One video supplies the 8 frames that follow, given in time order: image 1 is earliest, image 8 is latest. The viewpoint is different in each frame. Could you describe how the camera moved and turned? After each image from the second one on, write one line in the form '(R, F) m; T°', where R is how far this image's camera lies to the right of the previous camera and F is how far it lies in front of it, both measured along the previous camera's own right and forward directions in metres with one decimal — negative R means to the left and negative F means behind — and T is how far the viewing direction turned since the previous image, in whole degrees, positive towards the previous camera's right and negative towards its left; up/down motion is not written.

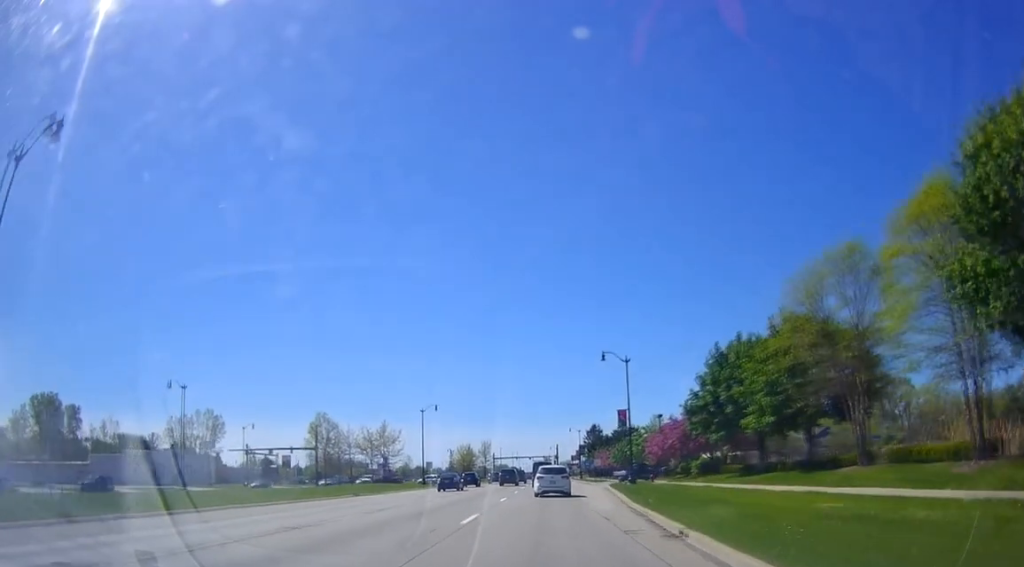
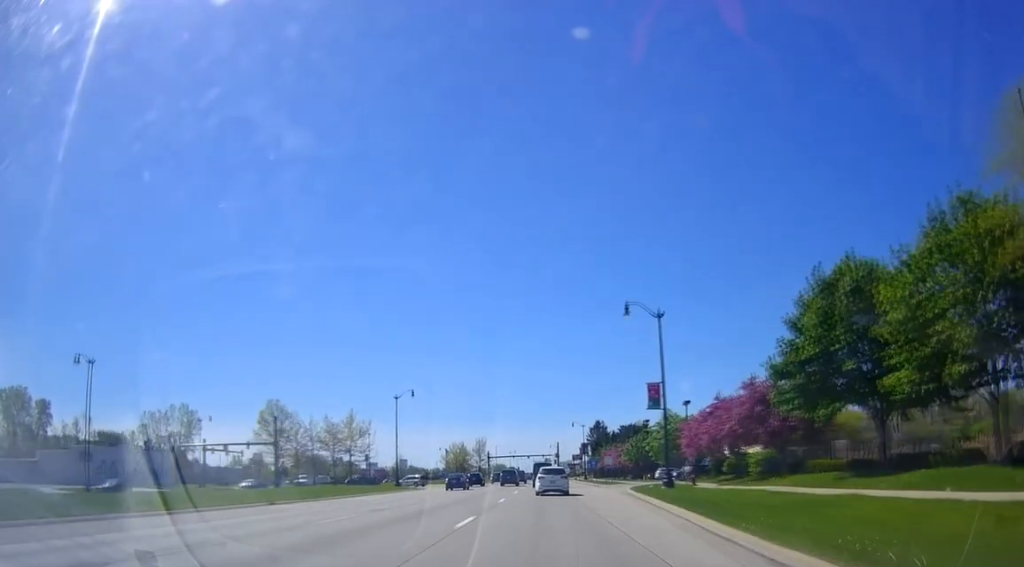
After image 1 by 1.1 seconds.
(+0.7, +15.9) m; +3°
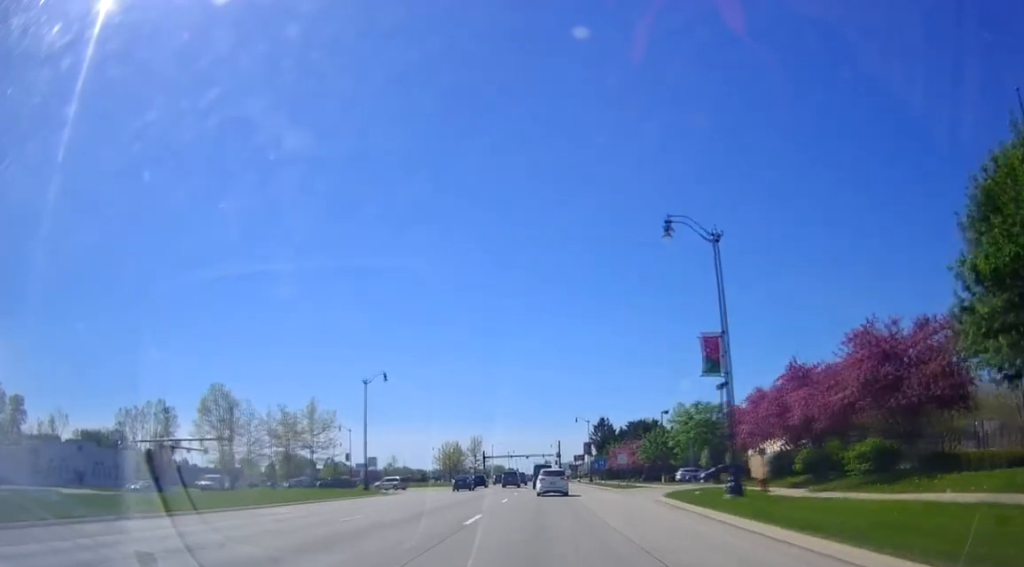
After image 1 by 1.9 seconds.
(0.0, +13.2) m; -2°
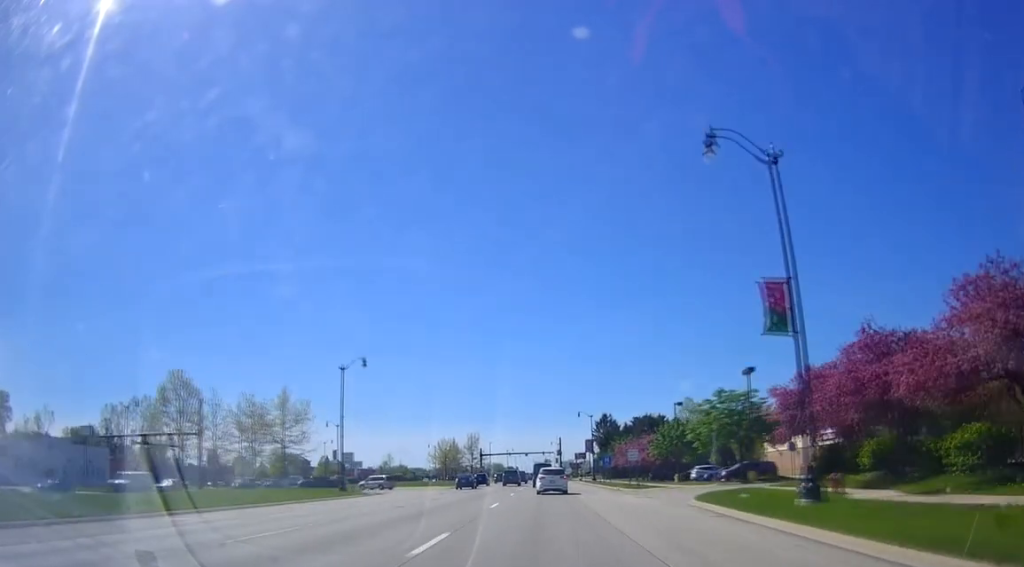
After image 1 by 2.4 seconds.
(-0.1, +7.2) m; -1°
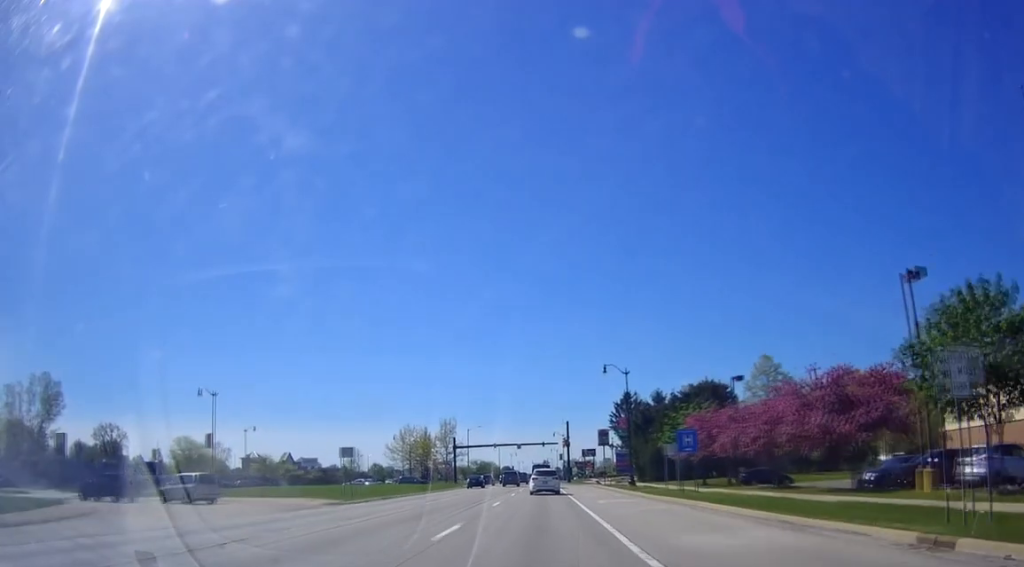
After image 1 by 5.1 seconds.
(+0.3, +43.1) m; +2°
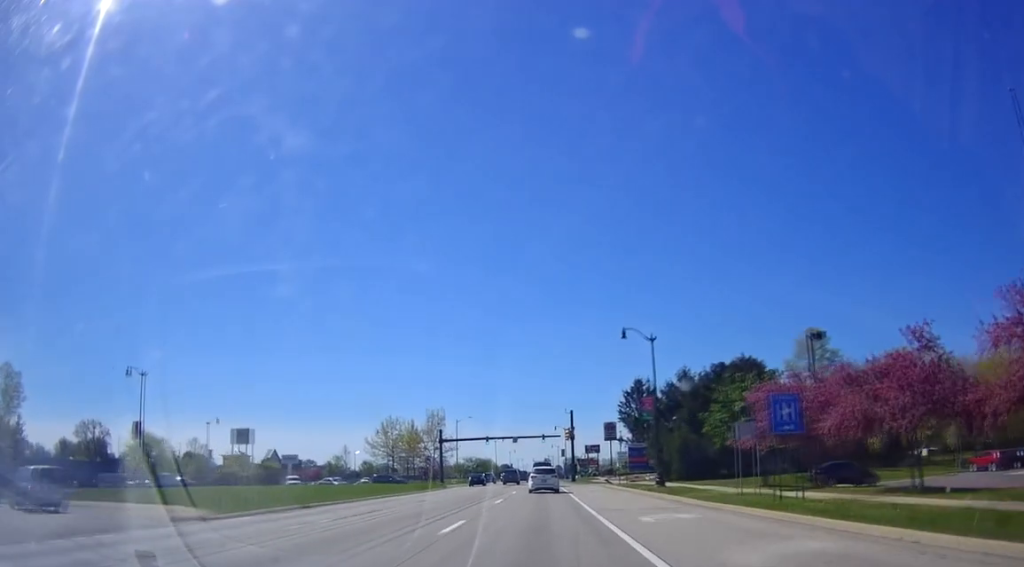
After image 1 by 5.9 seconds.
(+0.3, +13.7) m; +1°
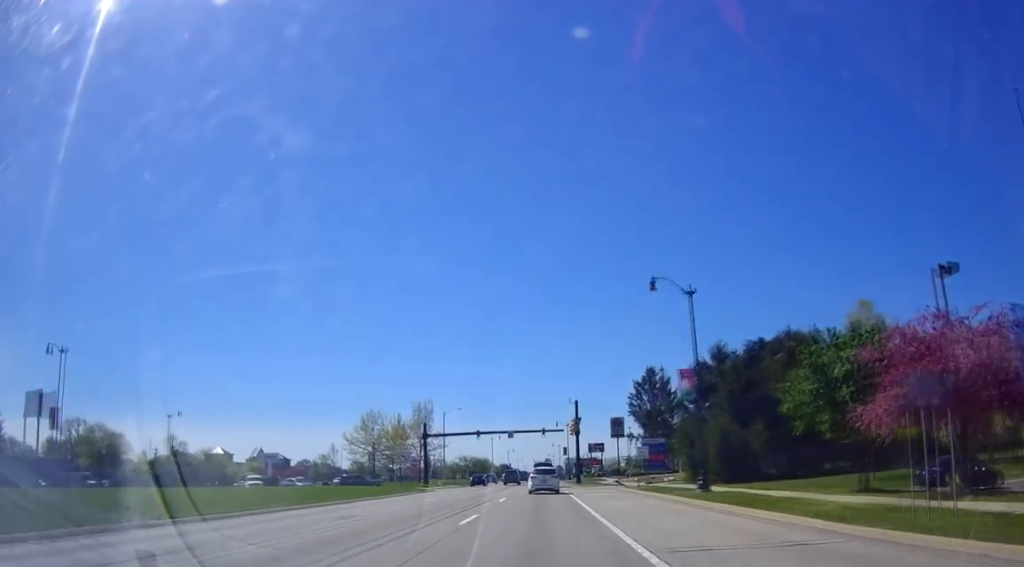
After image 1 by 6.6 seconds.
(+0.1, +11.8) m; -1°
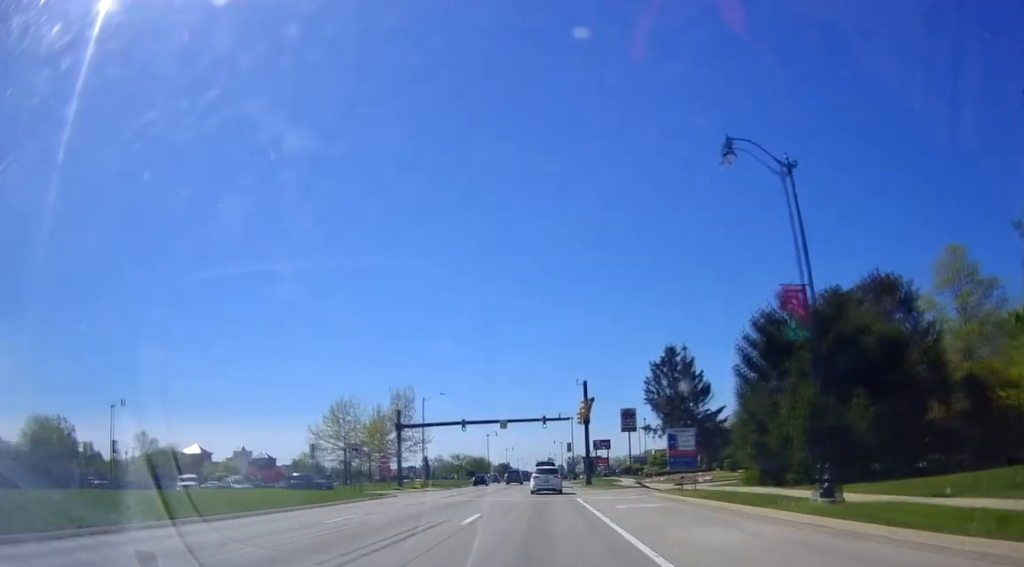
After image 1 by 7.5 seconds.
(-0.2, +14.1) m; -1°
